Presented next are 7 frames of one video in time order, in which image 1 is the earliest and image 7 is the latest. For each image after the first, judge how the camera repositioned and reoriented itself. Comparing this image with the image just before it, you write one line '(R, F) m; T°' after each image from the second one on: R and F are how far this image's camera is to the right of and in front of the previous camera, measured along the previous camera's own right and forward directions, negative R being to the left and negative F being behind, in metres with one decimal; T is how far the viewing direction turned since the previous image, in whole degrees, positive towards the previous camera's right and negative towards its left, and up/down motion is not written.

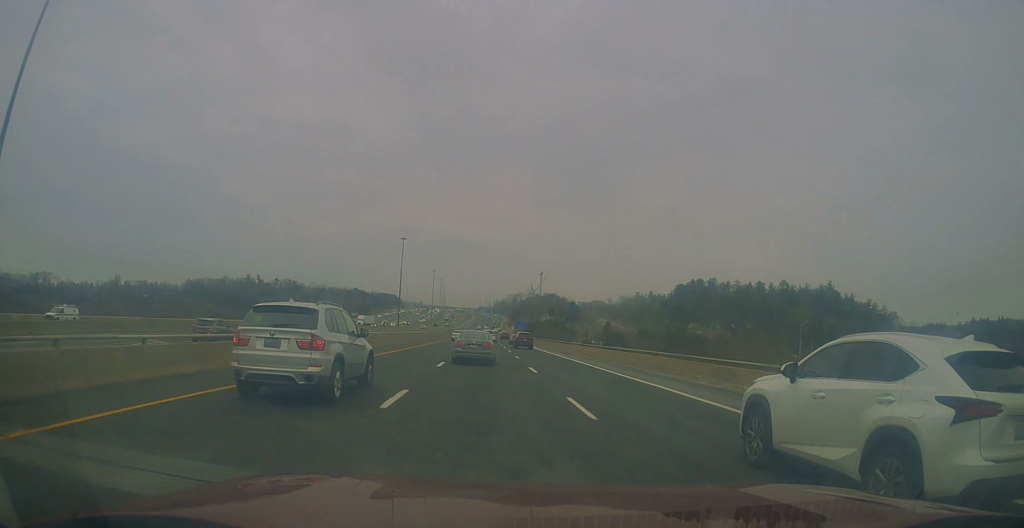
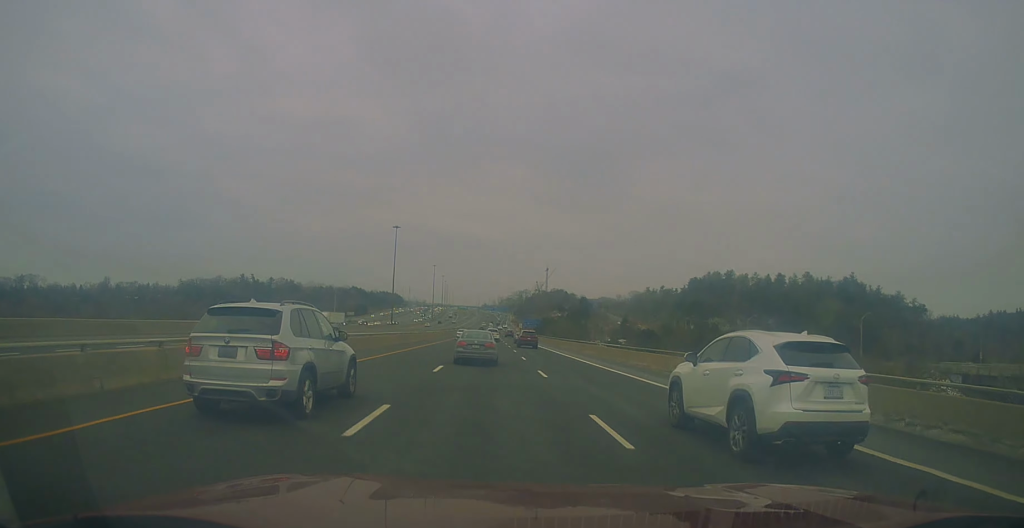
(+0.4, +26.5) m; 0°
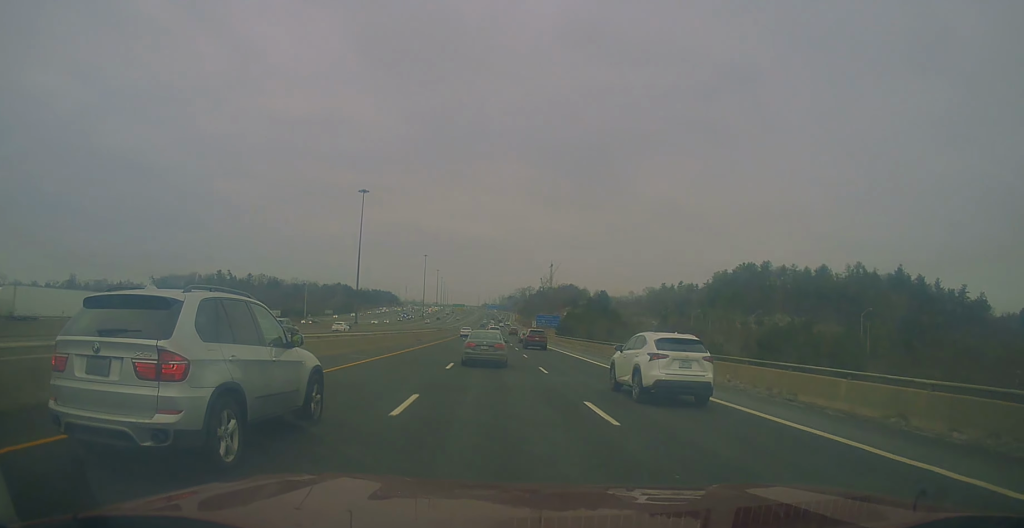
(-0.7, +58.0) m; 0°
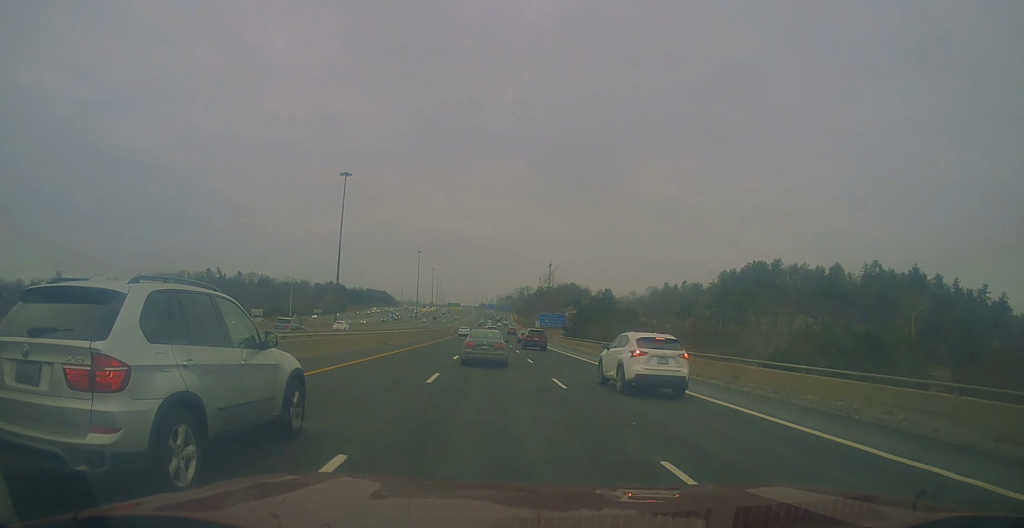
(+0.1, +18.2) m; 0°
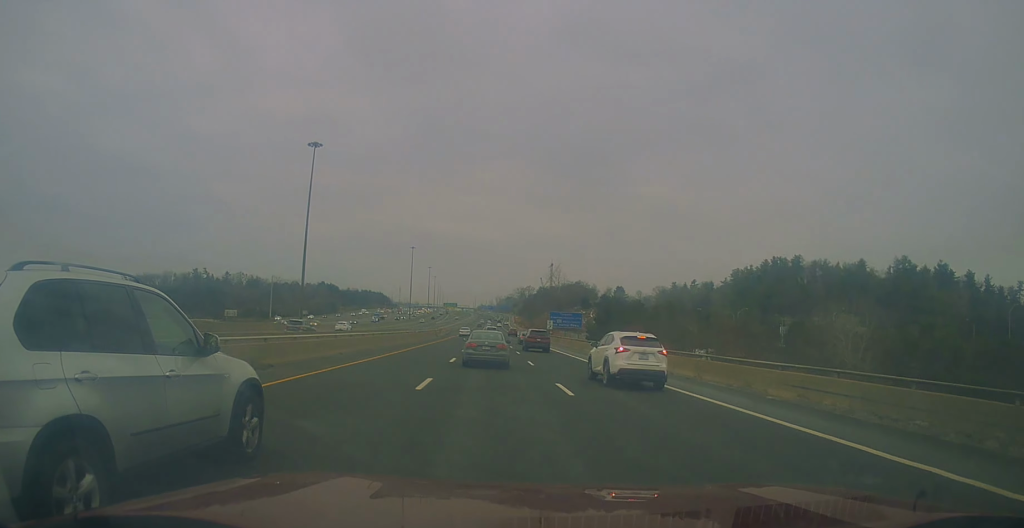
(0.0, +25.9) m; 0°
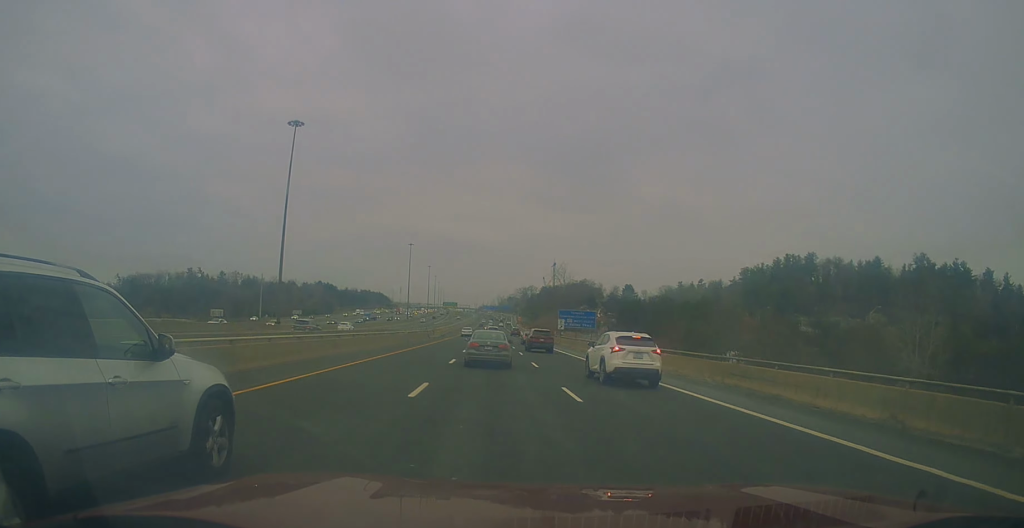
(0.0, +13.4) m; 0°
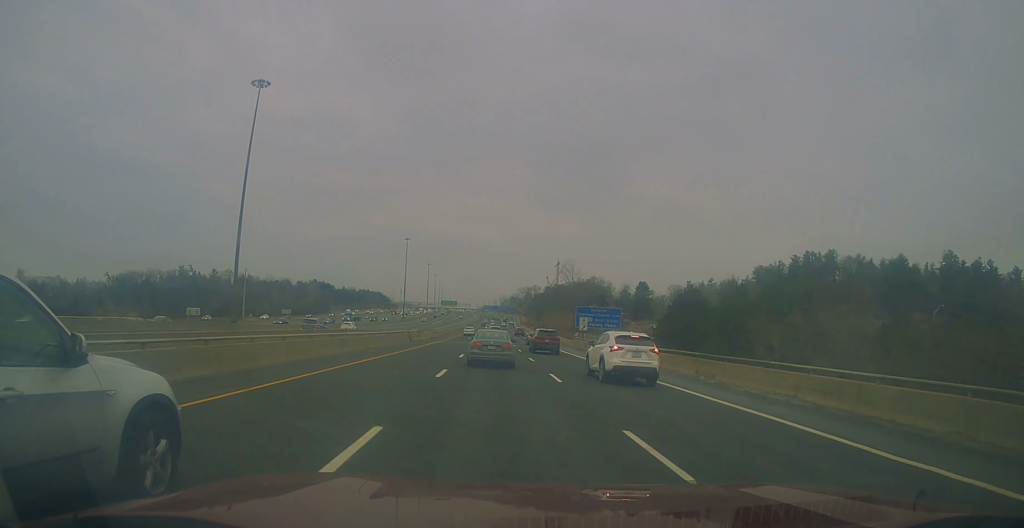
(-0.1, +19.1) m; 0°
